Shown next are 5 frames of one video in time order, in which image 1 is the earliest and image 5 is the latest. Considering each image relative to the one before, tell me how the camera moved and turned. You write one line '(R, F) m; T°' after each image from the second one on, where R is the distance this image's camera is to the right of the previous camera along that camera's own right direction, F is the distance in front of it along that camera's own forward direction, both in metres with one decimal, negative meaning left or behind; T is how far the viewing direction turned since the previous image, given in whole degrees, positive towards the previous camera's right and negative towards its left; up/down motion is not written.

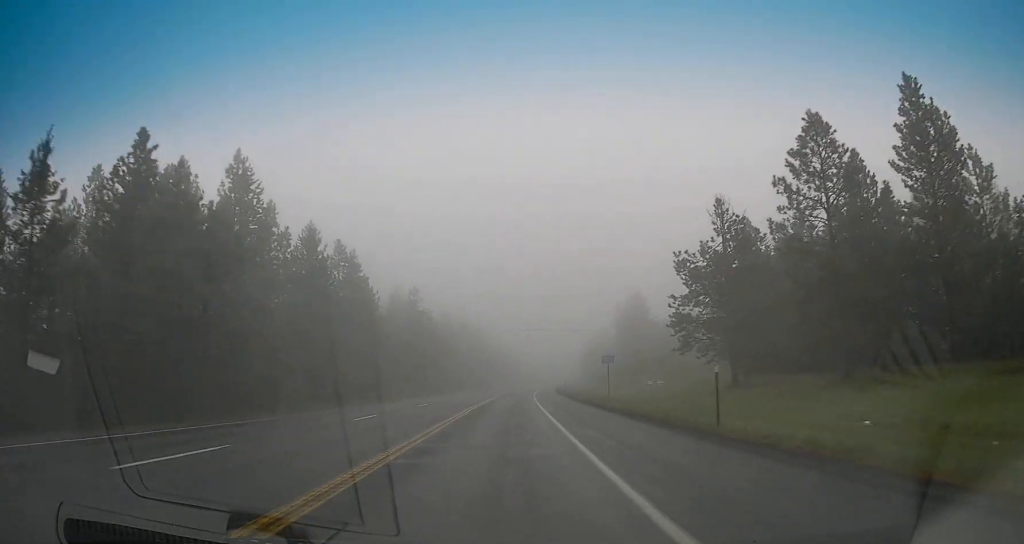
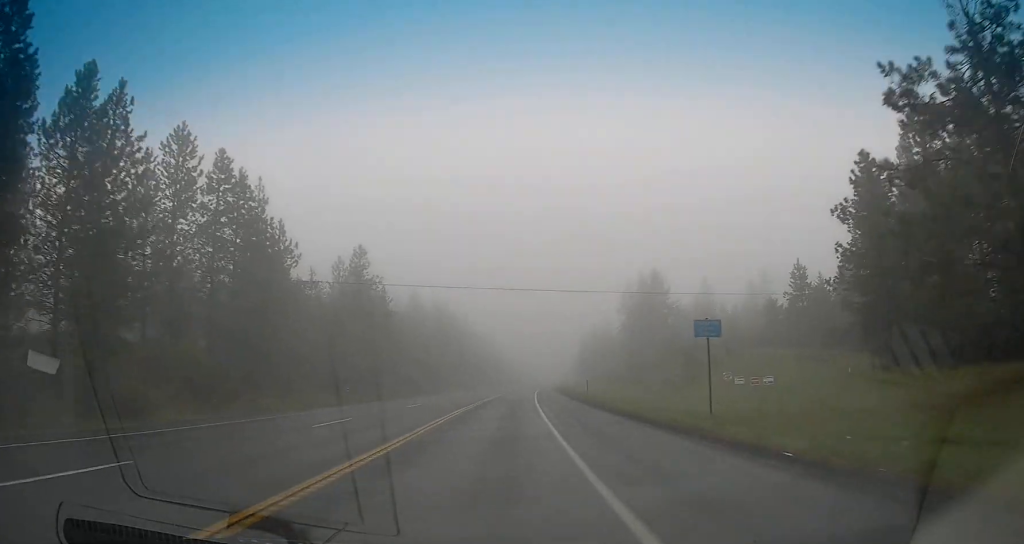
(+0.5, +33.7) m; +1°
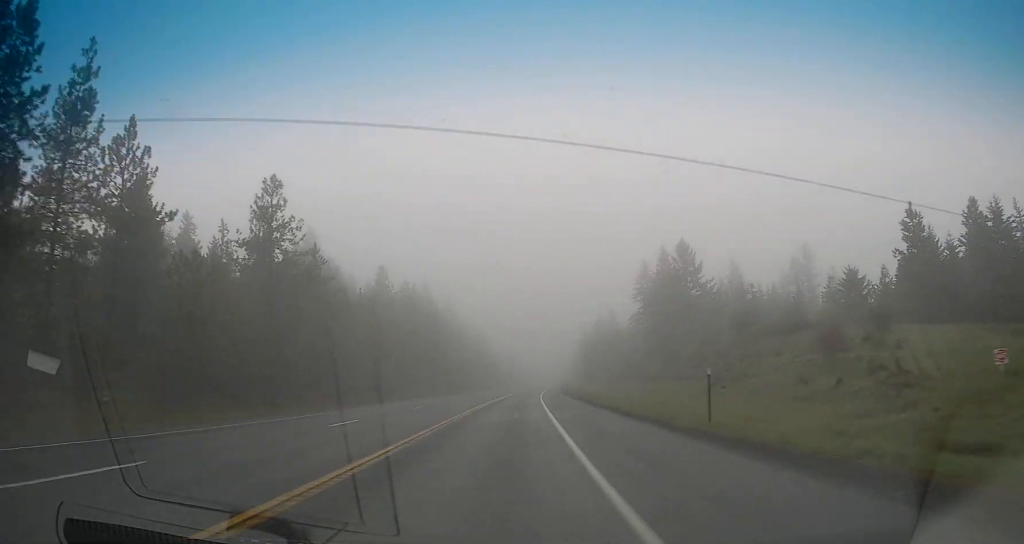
(-0.2, +29.2) m; +1°
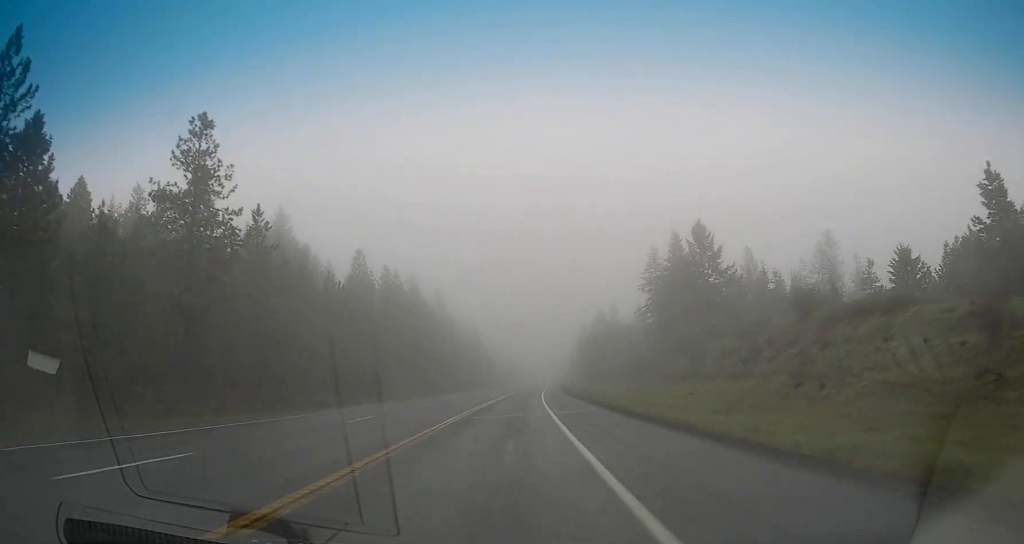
(-0.3, +13.3) m; +1°
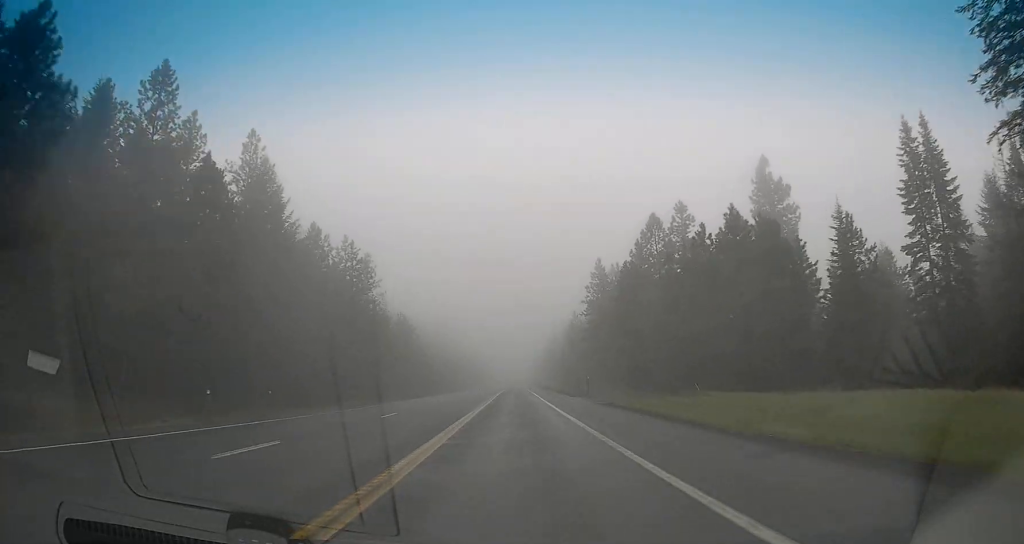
(+3.9, +101.9) m; +3°
